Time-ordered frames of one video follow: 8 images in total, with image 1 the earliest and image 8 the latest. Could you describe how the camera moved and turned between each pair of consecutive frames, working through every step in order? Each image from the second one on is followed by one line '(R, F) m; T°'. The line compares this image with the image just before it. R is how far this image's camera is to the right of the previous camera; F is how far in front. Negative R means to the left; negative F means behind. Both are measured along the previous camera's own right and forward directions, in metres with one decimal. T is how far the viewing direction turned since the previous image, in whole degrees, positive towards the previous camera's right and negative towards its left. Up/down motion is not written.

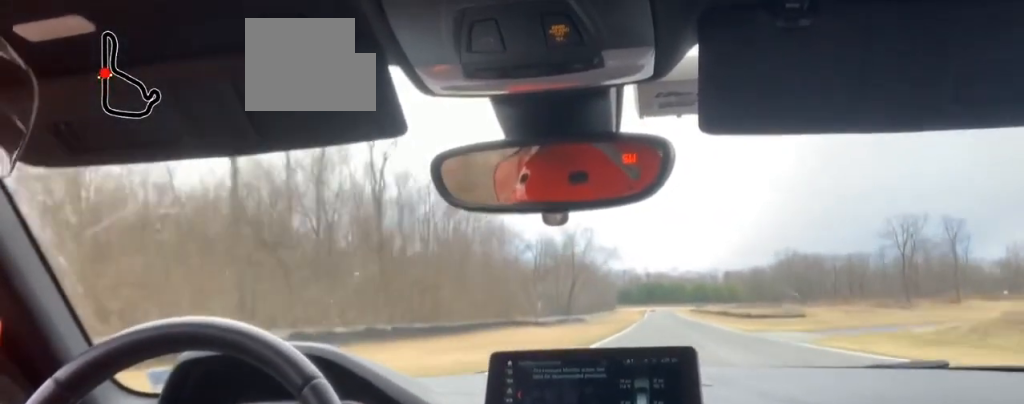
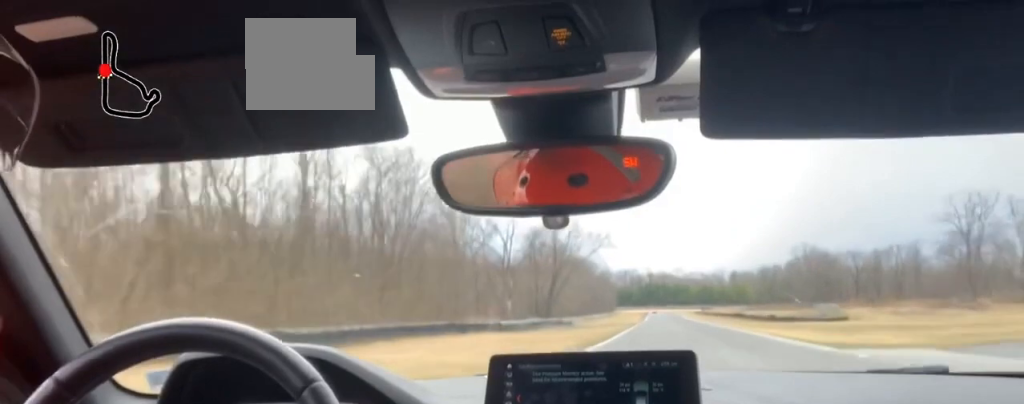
(-1.1, +33.0) m; -1°
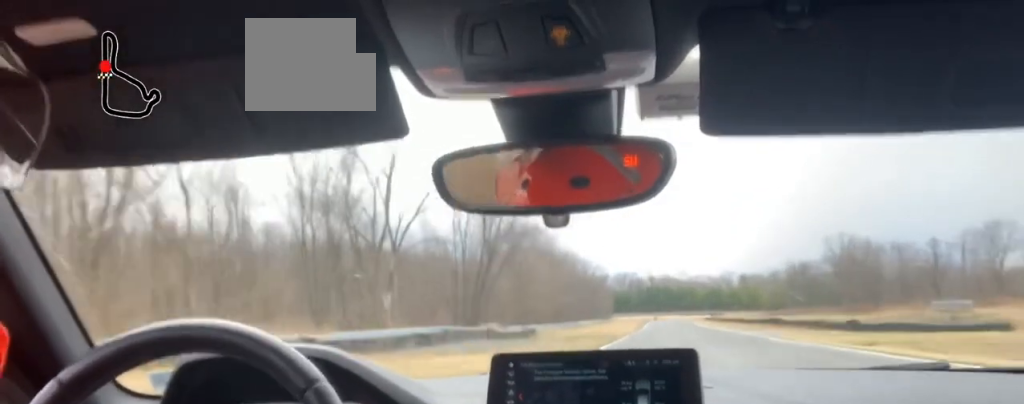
(0.0, +54.5) m; 0°
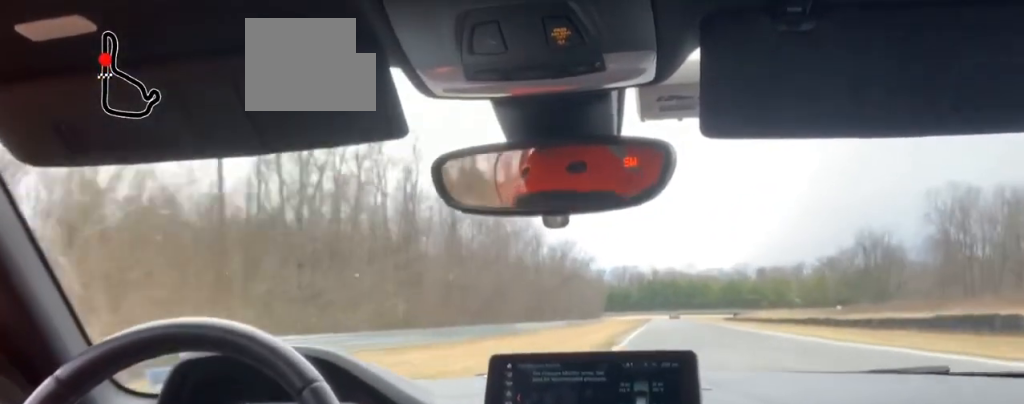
(+0.2, +86.9) m; +1°
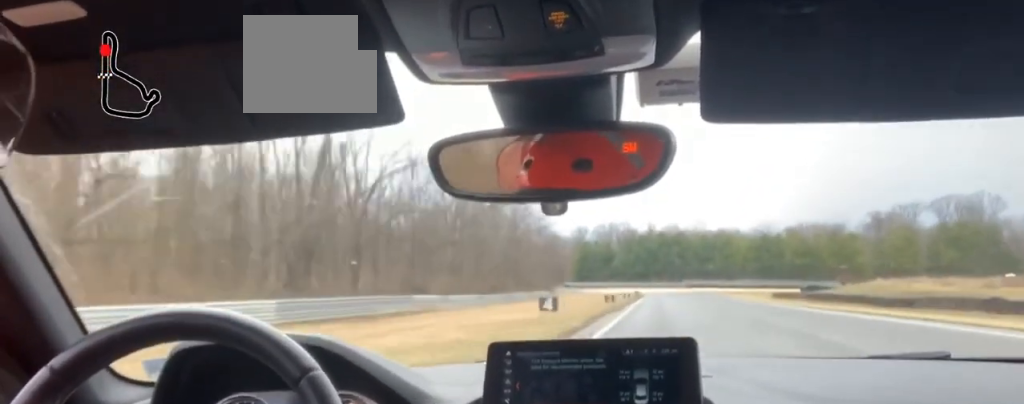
(-3.0, +117.6) m; -2°
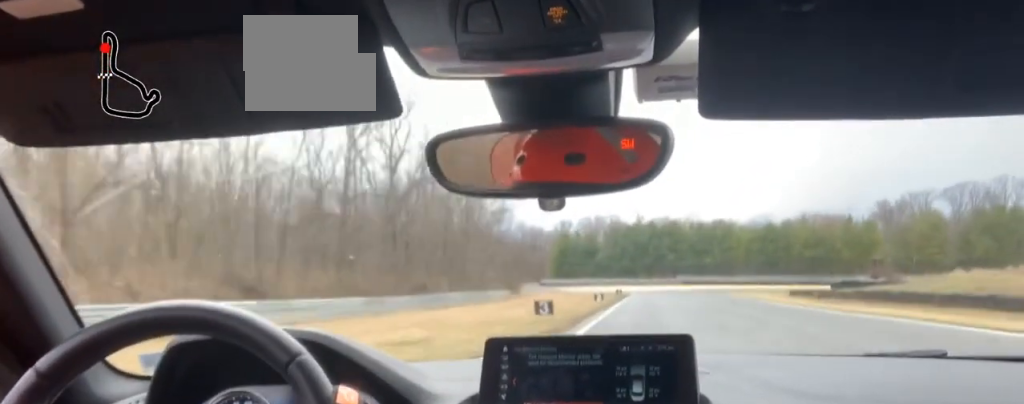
(+0.7, +30.7) m; +1°
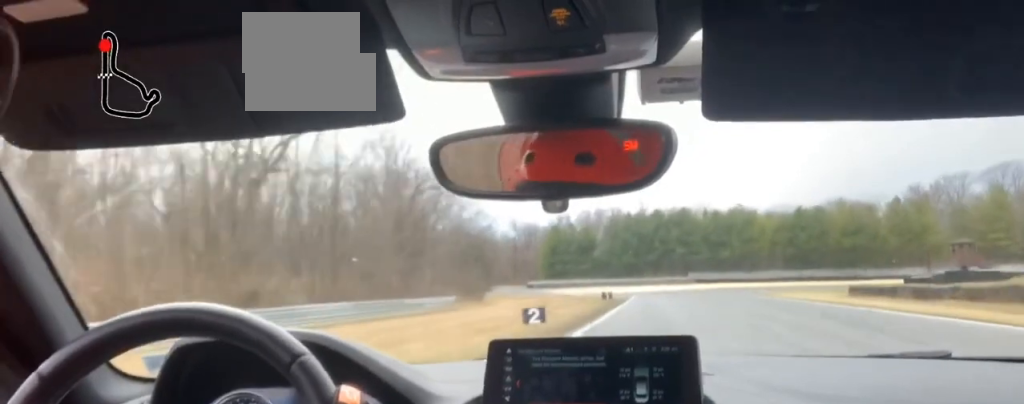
(+0.3, +35.6) m; 0°
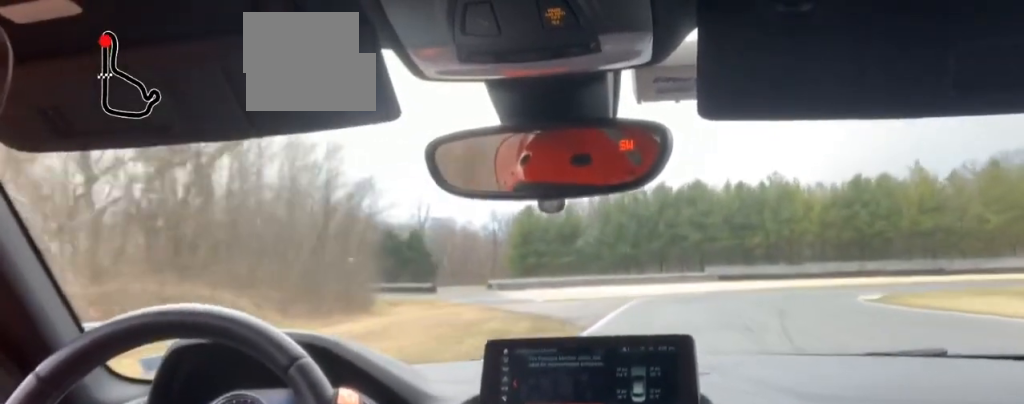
(-0.1, +51.5) m; 0°
